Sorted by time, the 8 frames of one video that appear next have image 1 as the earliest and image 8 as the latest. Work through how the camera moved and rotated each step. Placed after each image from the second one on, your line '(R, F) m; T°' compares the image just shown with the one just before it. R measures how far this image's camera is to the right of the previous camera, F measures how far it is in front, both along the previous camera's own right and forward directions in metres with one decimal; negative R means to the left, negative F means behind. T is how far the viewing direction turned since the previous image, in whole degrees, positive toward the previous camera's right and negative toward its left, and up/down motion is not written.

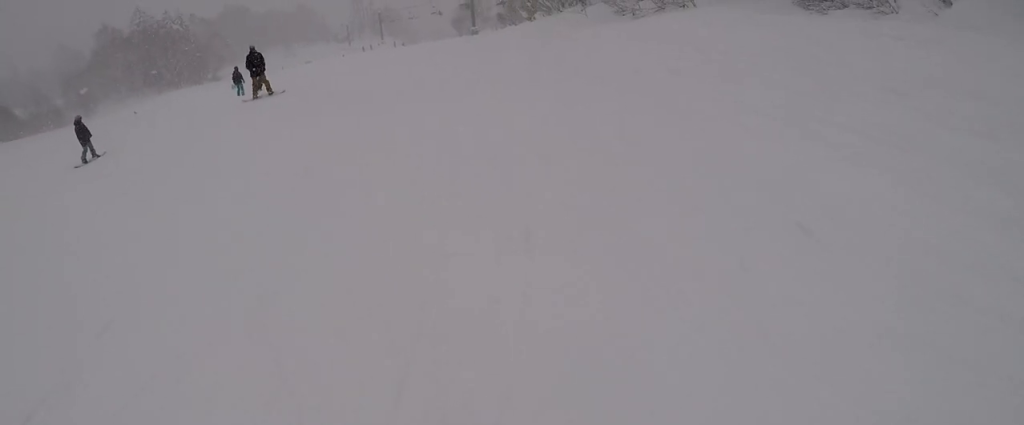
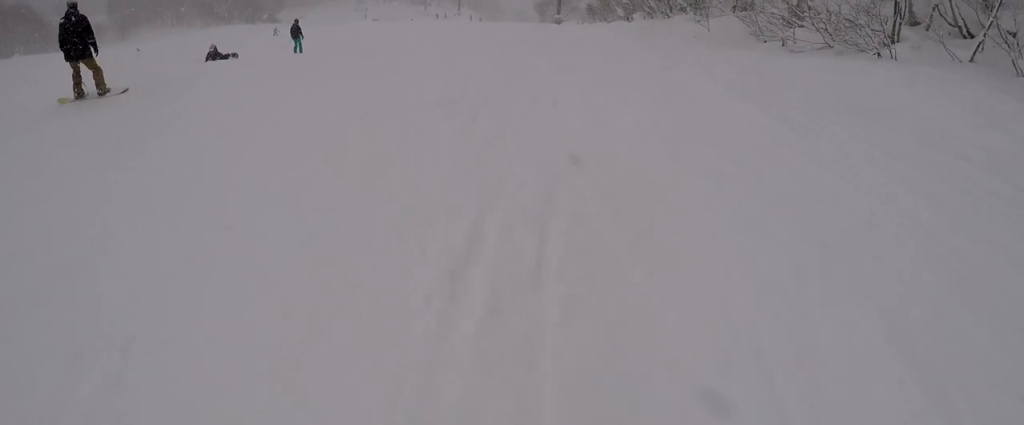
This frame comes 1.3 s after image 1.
(+0.4, +10.5) m; -1°
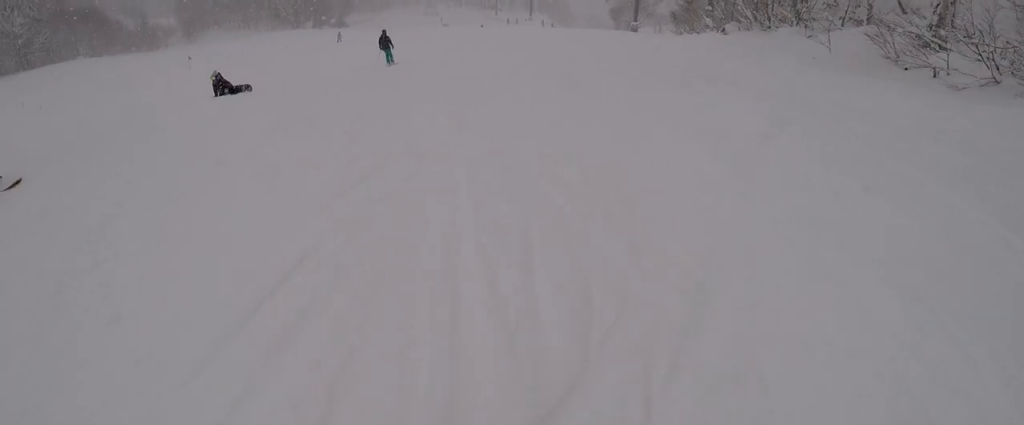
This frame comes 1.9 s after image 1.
(-0.2, +4.9) m; -3°
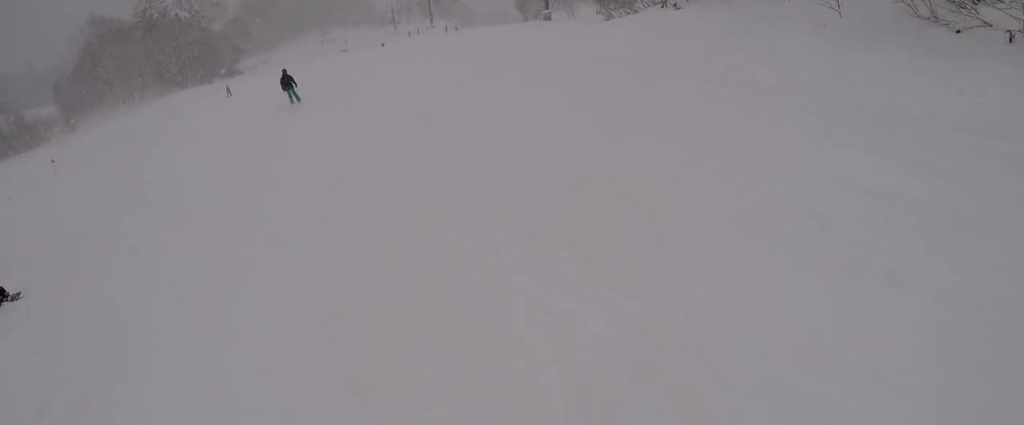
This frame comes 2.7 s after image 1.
(-0.1, +7.0) m; -1°
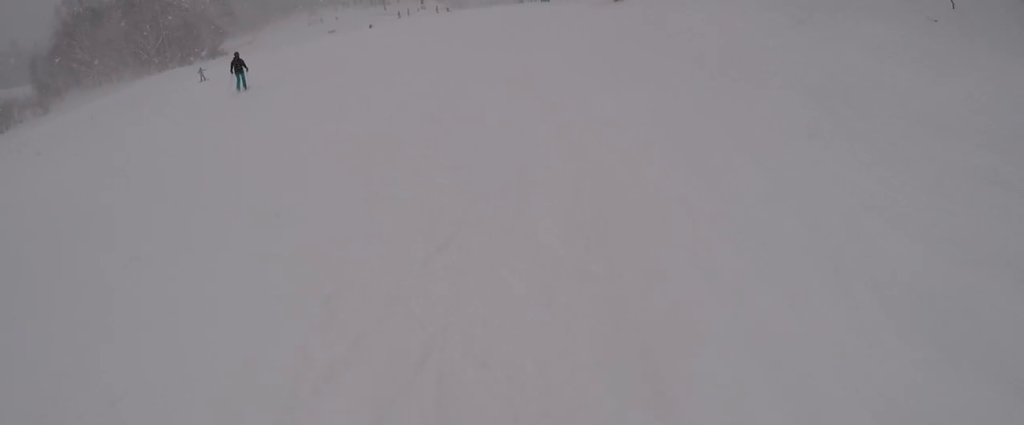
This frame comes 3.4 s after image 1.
(0.0, +5.8) m; -2°
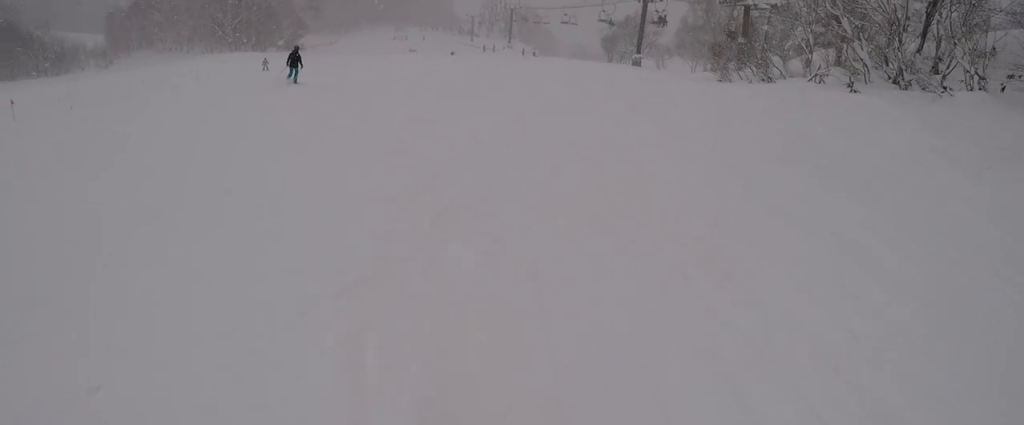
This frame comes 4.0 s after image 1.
(0.0, +4.8) m; -2°
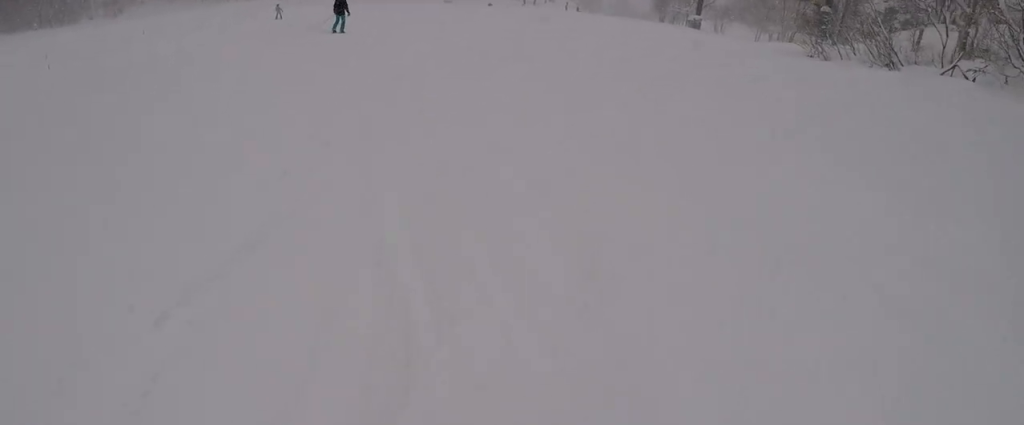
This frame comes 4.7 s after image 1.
(-0.3, +6.0) m; 0°
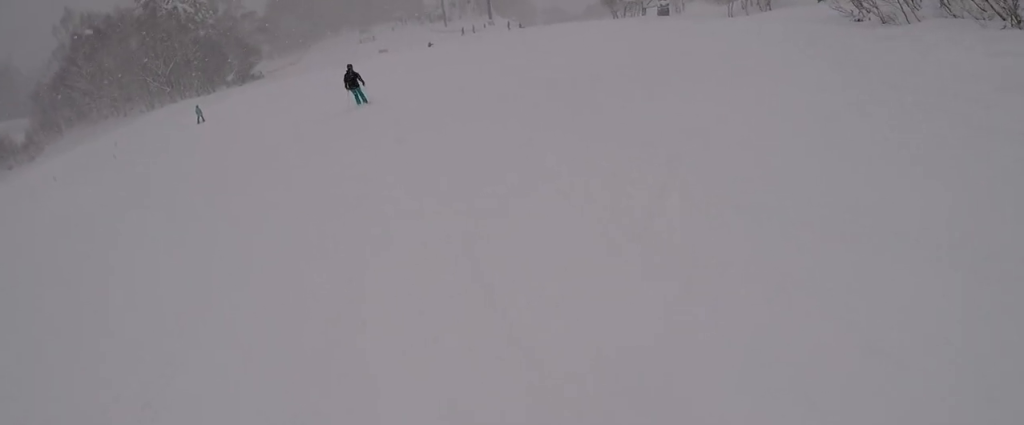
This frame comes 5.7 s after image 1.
(+0.2, +8.1) m; 0°
